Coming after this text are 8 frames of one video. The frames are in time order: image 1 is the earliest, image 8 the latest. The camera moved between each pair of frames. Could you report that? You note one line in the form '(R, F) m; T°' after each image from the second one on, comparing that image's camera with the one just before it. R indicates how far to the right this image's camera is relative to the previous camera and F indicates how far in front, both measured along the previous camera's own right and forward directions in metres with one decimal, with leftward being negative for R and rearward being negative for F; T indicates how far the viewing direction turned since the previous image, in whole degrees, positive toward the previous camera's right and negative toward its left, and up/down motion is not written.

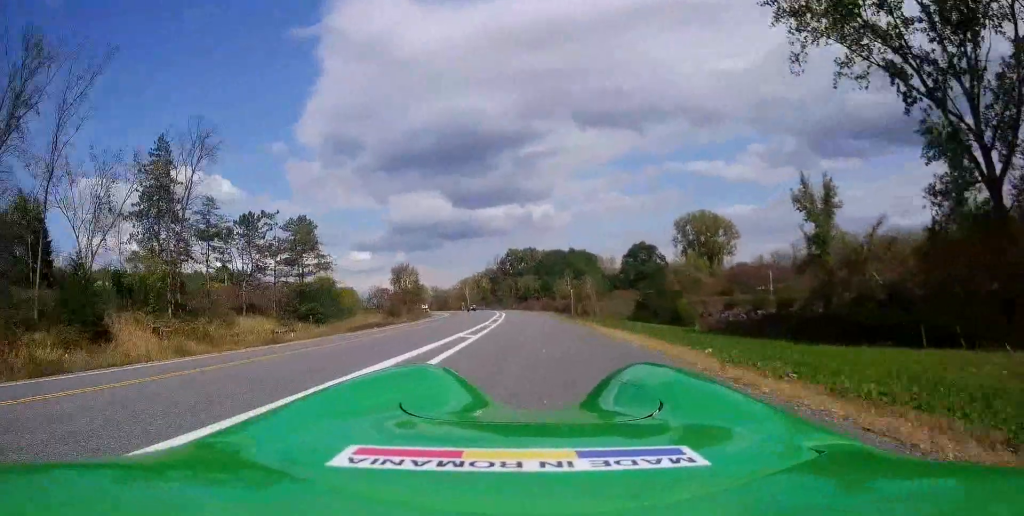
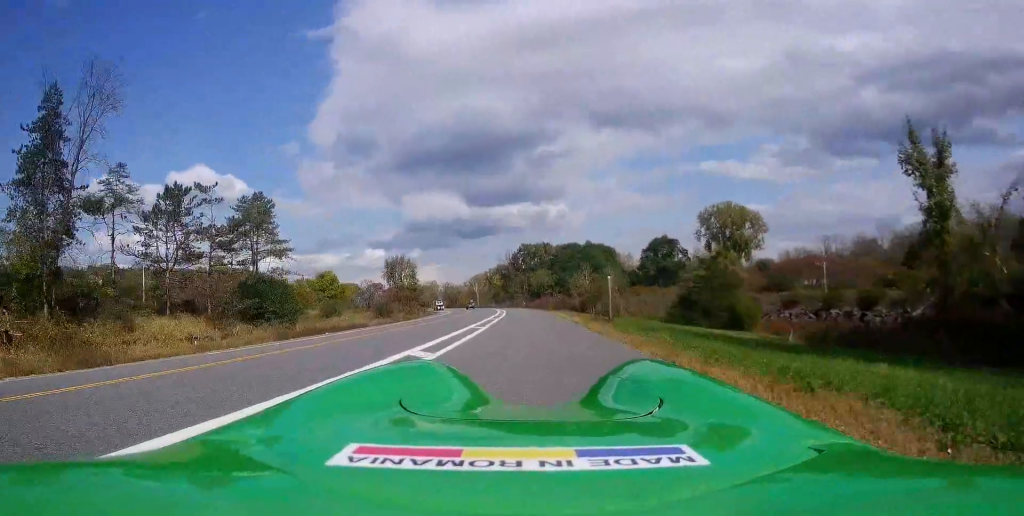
(+0.5, +14.6) m; 0°
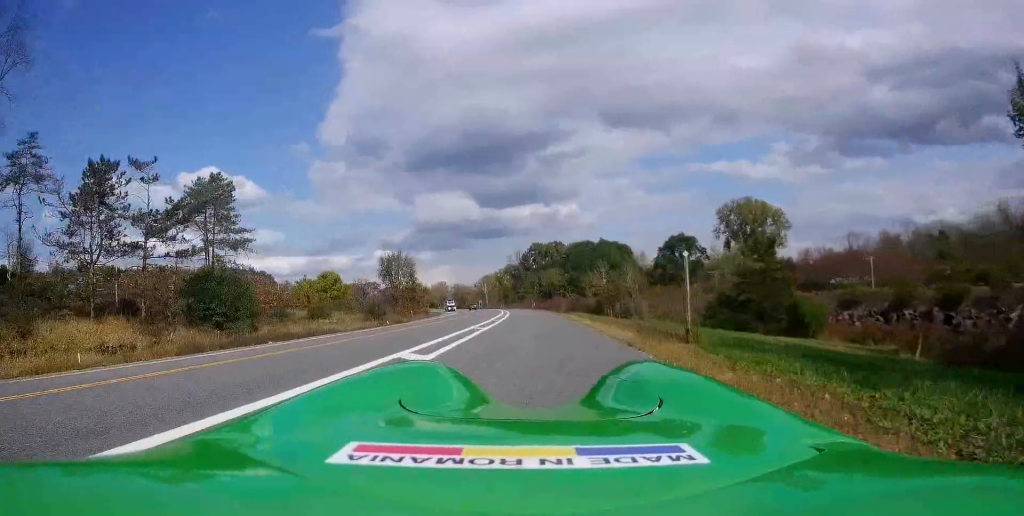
(-0.3, +9.7) m; -1°
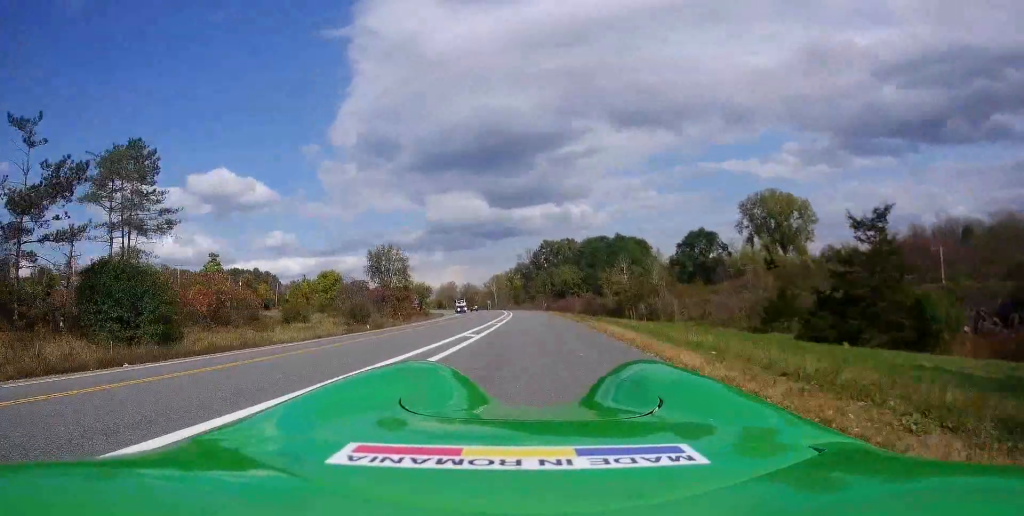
(-0.2, +11.9) m; -1°
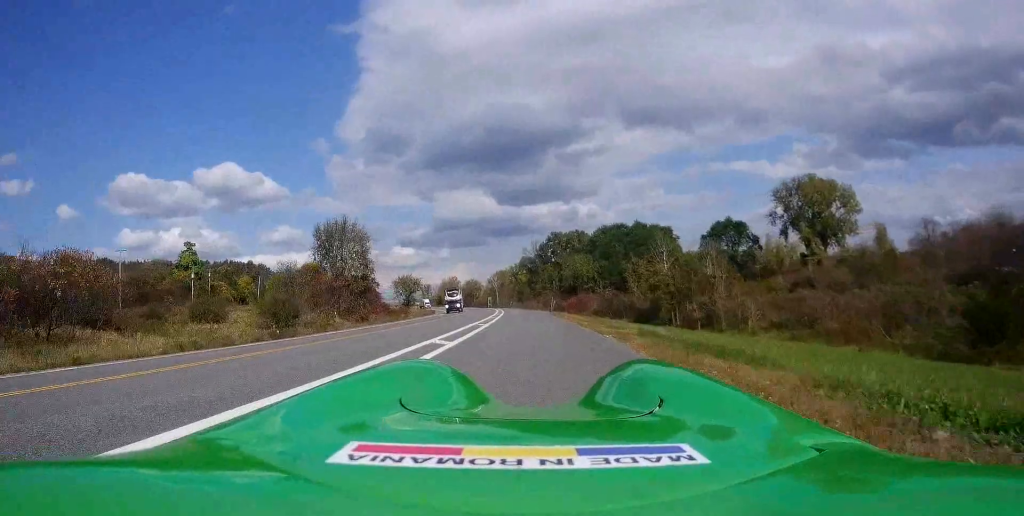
(+0.4, +21.0) m; +1°
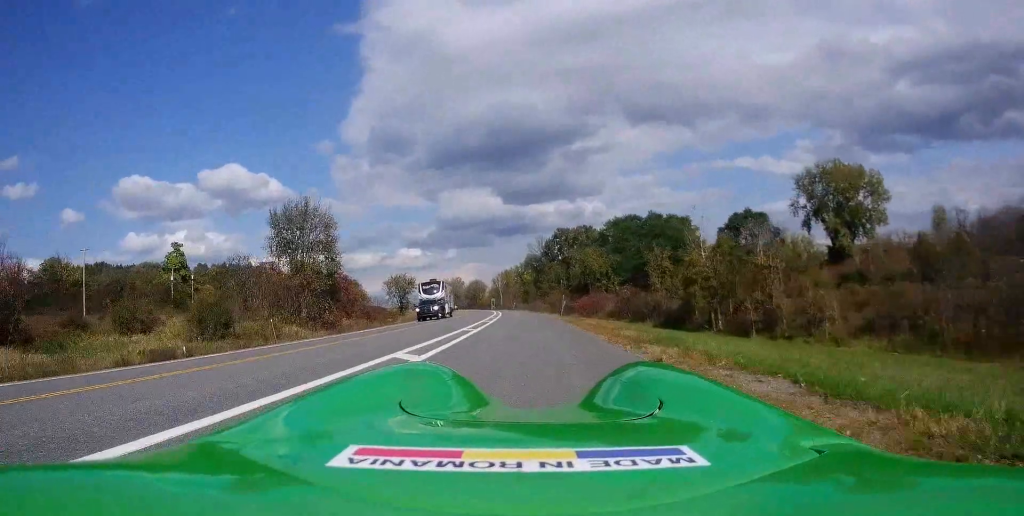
(-0.2, +11.3) m; -2°
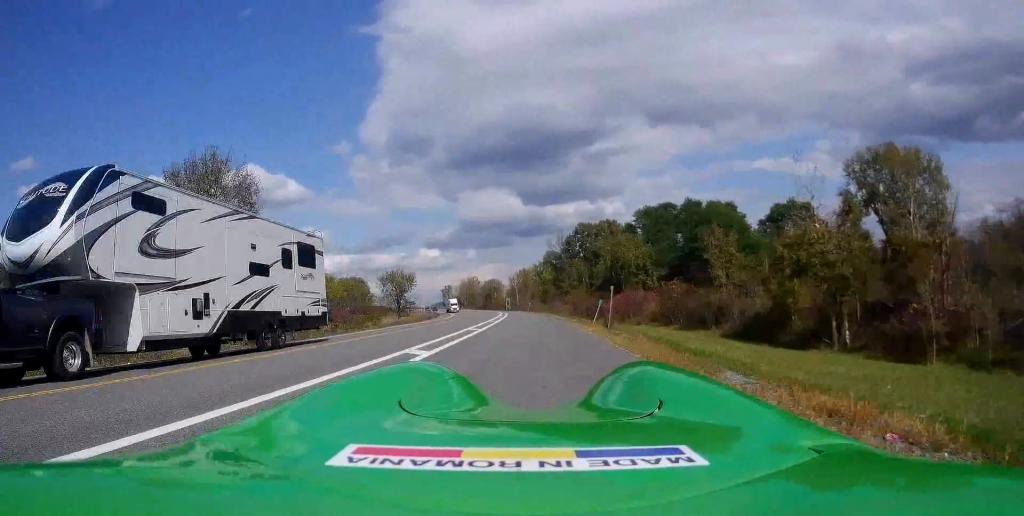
(-0.4, +17.4) m; -1°
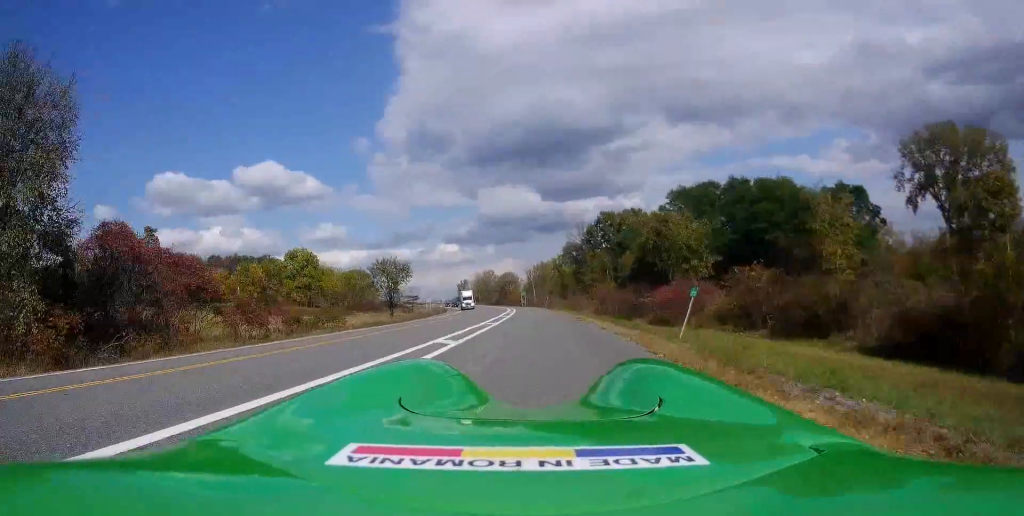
(0.0, +16.1) m; -2°
